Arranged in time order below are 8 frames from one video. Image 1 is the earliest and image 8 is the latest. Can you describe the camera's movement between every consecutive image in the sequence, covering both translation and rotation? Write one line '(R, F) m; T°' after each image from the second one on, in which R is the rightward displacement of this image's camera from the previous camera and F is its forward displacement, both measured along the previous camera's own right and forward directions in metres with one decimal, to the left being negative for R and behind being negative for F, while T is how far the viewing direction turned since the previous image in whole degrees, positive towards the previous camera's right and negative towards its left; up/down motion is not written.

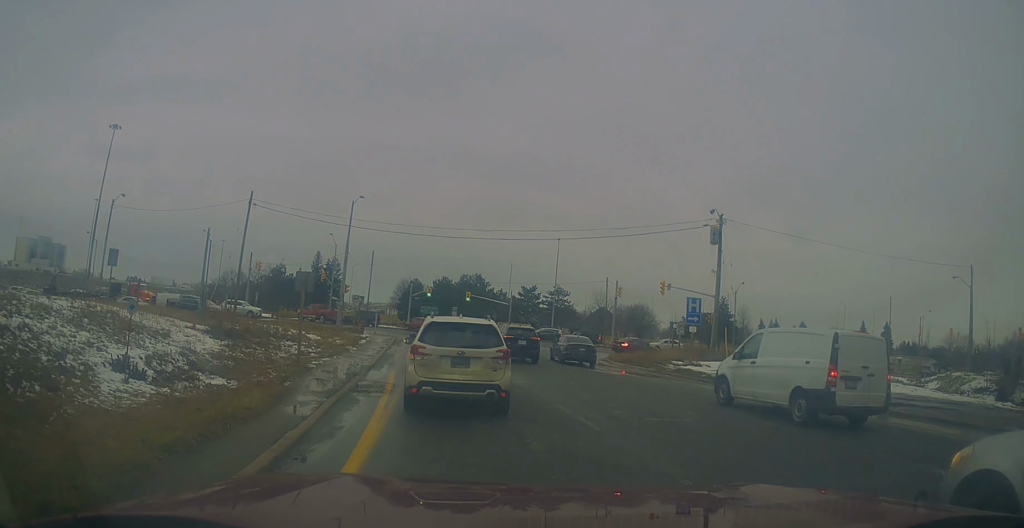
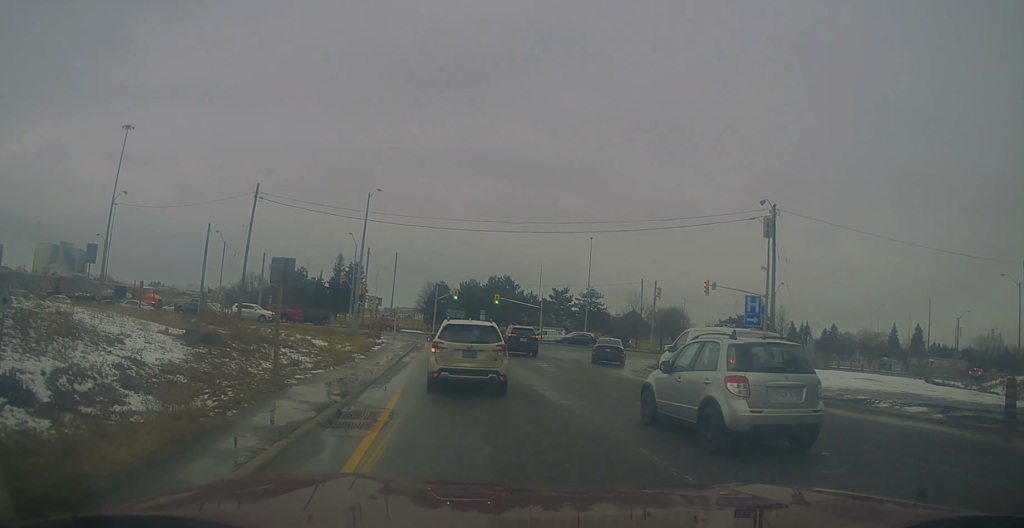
(-0.5, +4.0) m; -3°
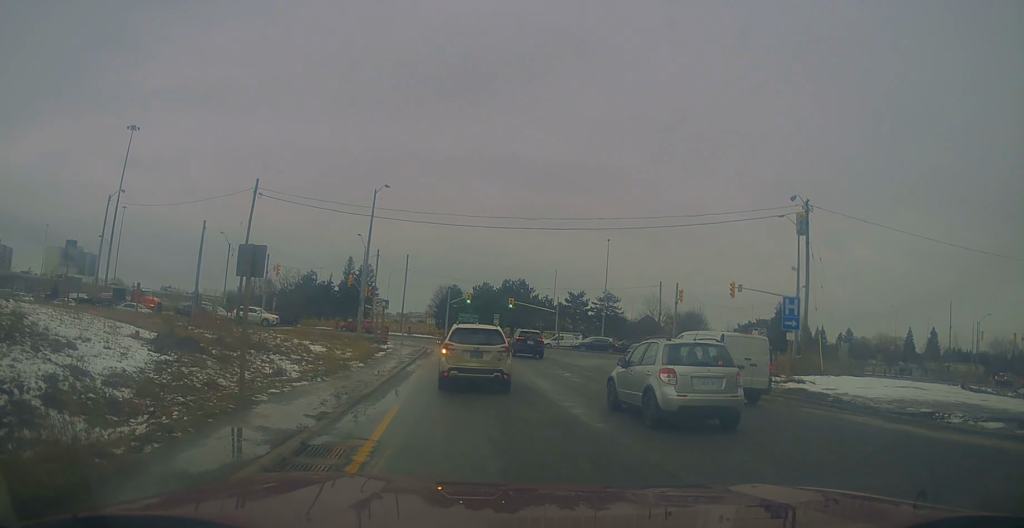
(-0.2, +2.3) m; +3°
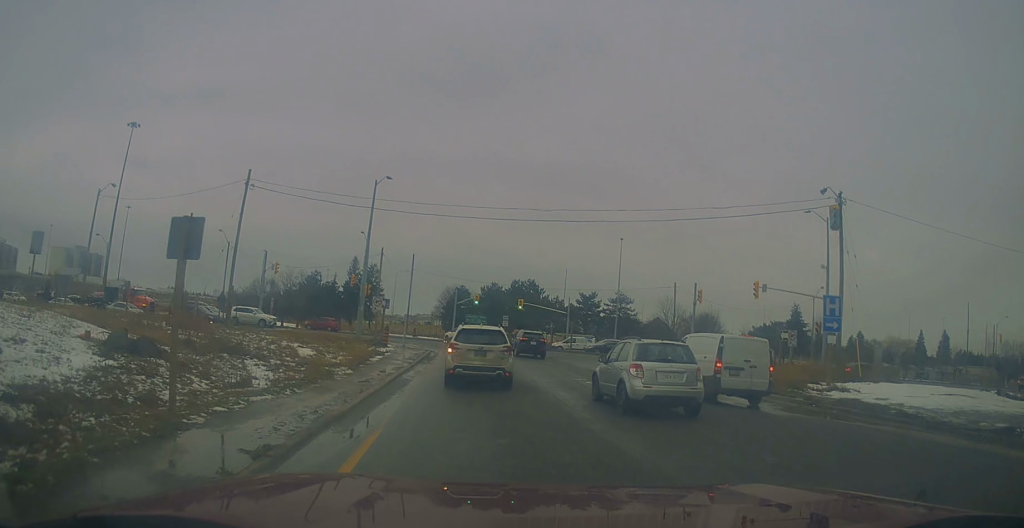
(+0.5, +2.9) m; -2°
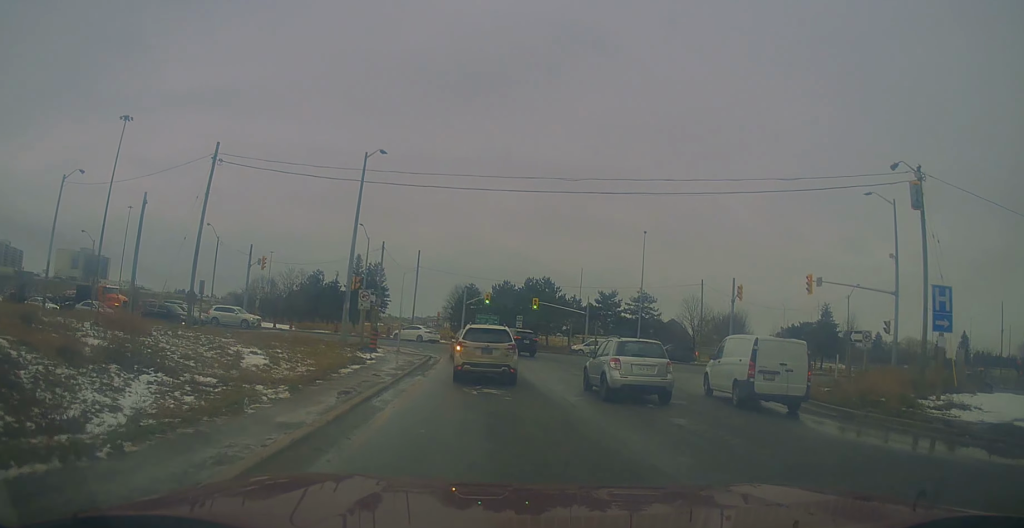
(-0.2, +6.0) m; -2°
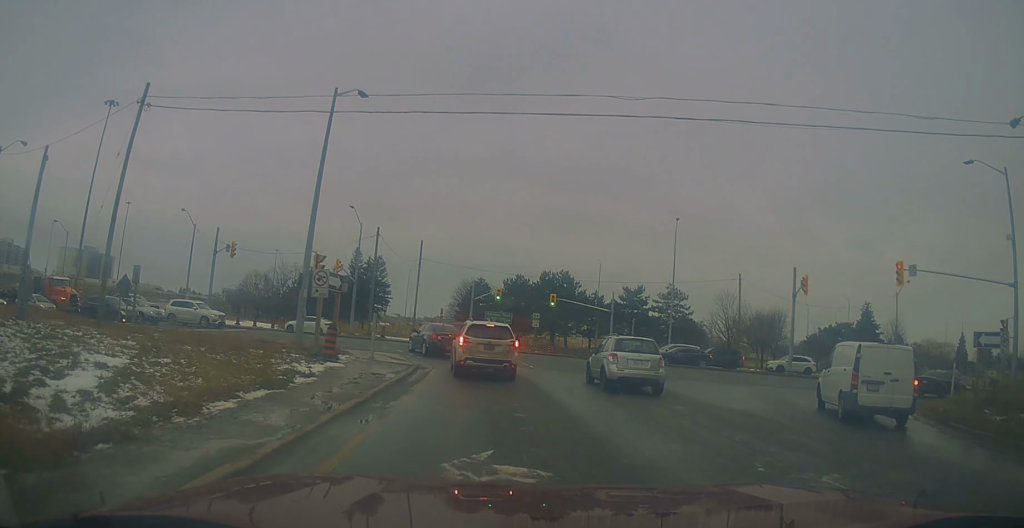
(-0.2, +8.5) m; +2°
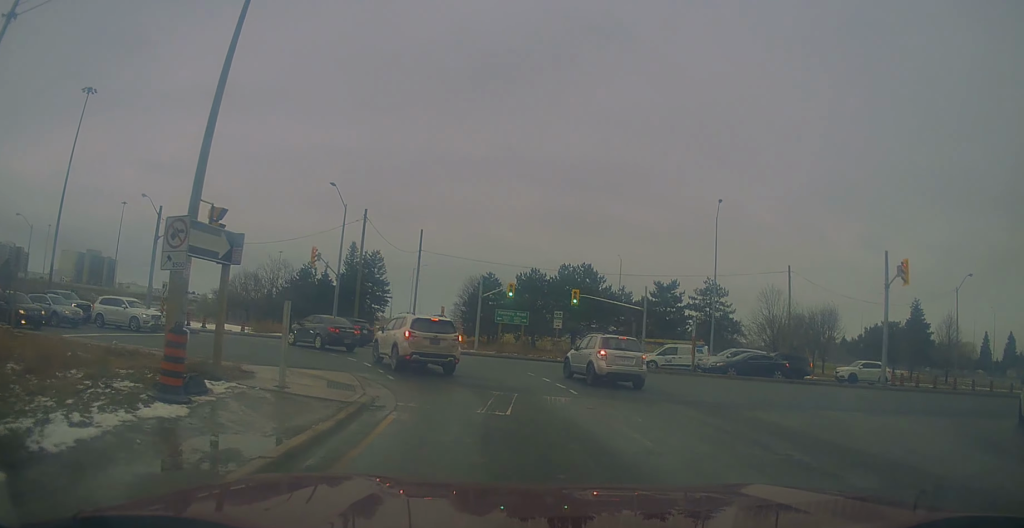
(+0.4, +10.0) m; 0°
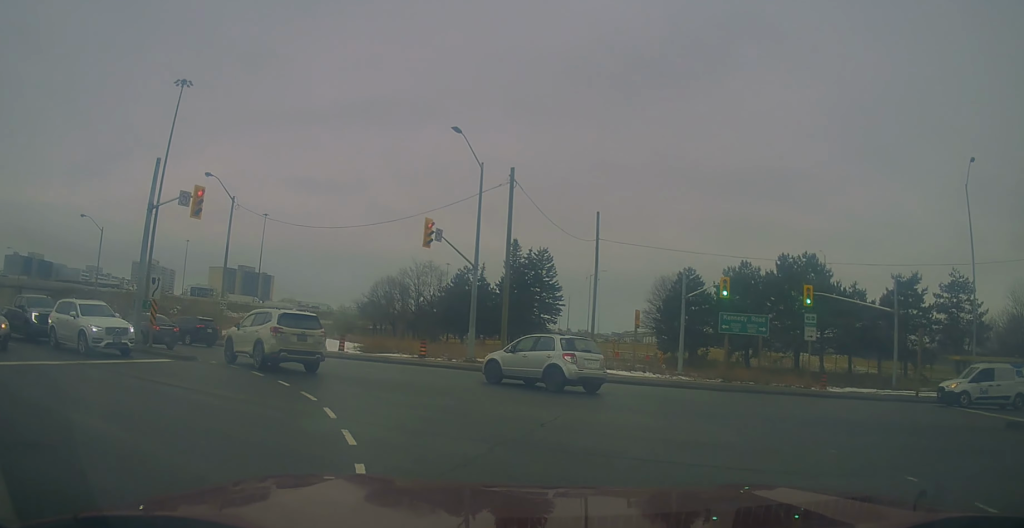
(-1.9, +15.7) m; -19°
